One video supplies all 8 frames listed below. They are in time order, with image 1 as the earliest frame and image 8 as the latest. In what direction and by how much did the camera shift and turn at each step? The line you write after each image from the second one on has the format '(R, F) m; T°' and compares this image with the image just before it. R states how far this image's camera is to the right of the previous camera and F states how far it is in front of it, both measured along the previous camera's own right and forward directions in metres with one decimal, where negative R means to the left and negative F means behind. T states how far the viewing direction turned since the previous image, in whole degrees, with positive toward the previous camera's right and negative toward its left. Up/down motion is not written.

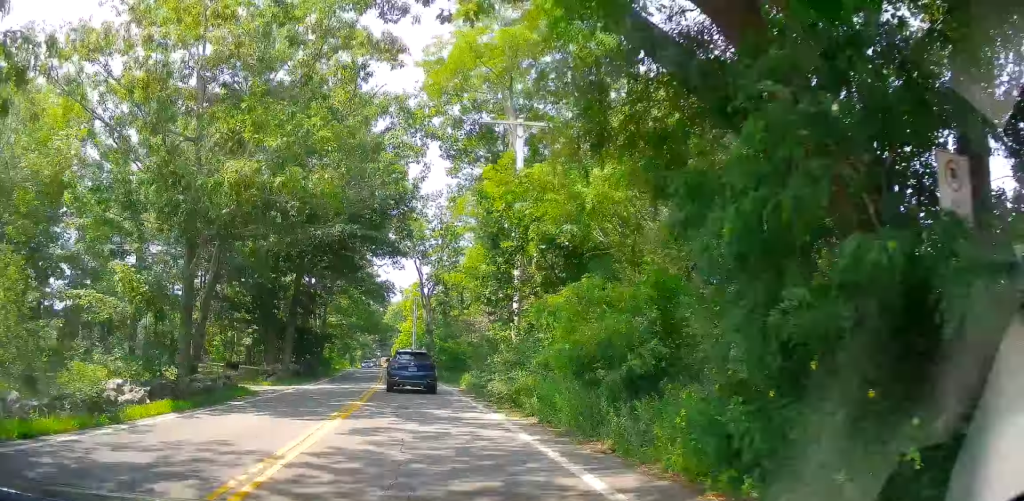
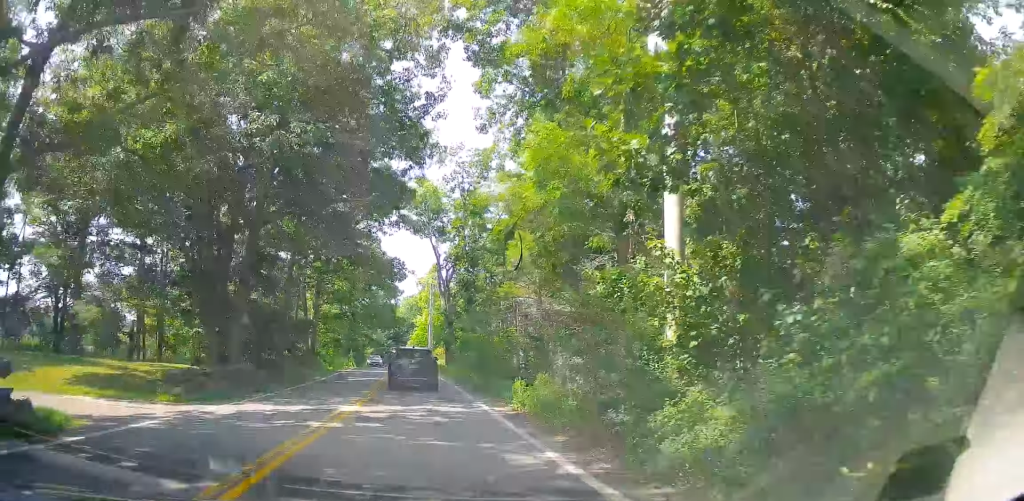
(-0.2, +12.3) m; -2°
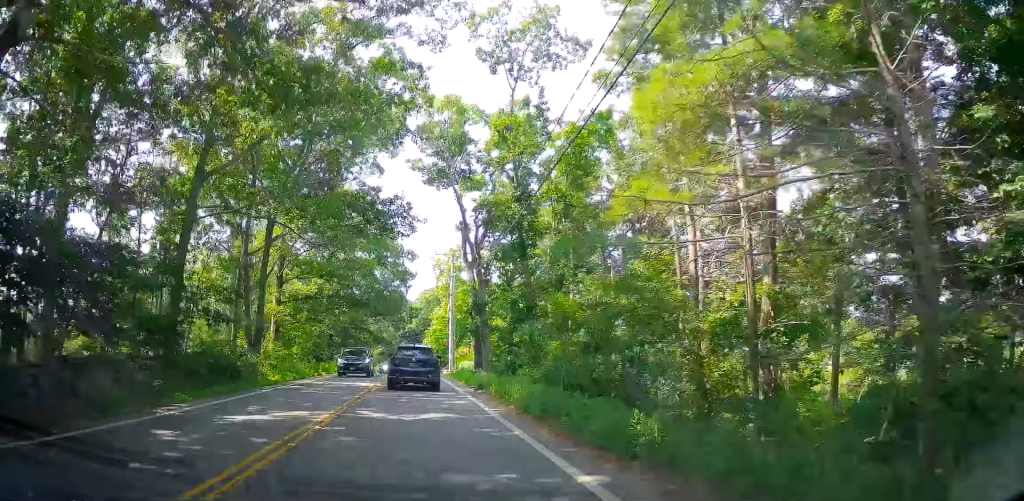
(-0.4, +19.8) m; -2°
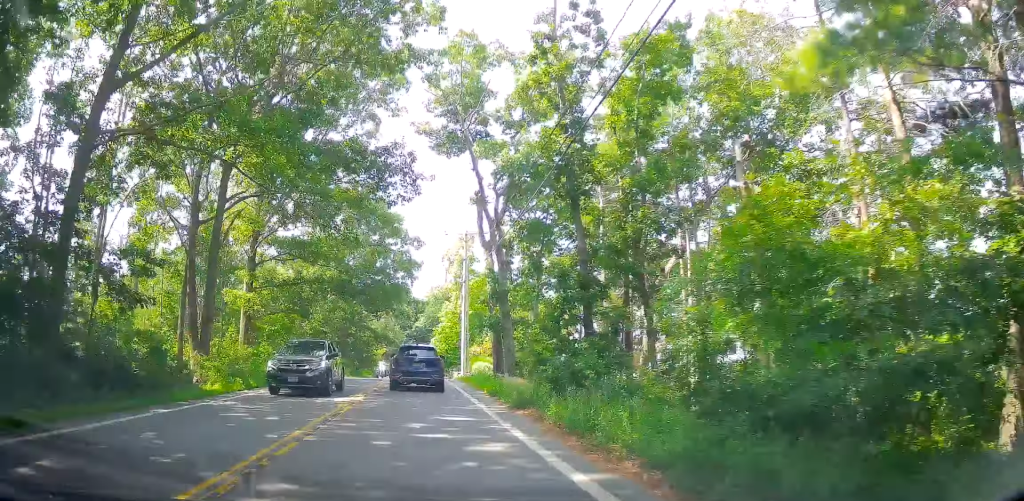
(-0.1, +8.1) m; -1°
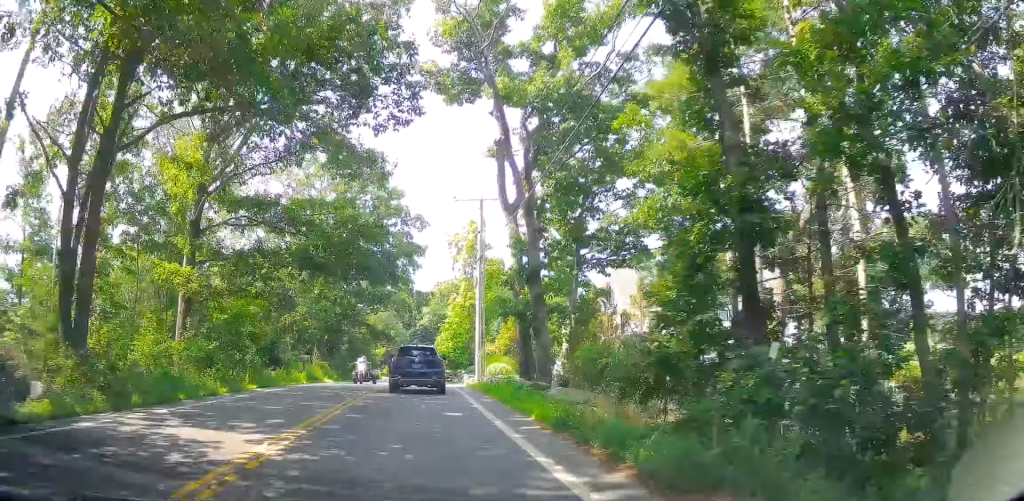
(0.0, +8.9) m; -1°
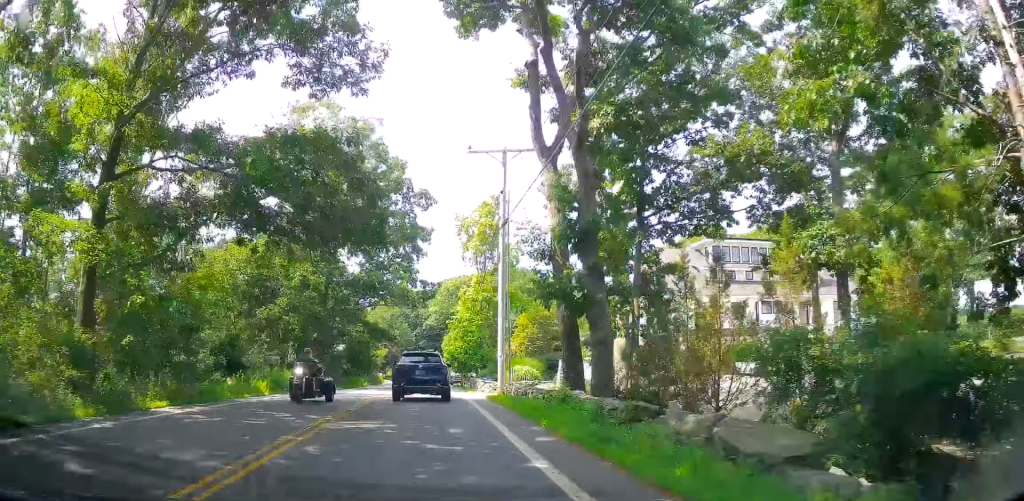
(0.0, +7.8) m; -1°
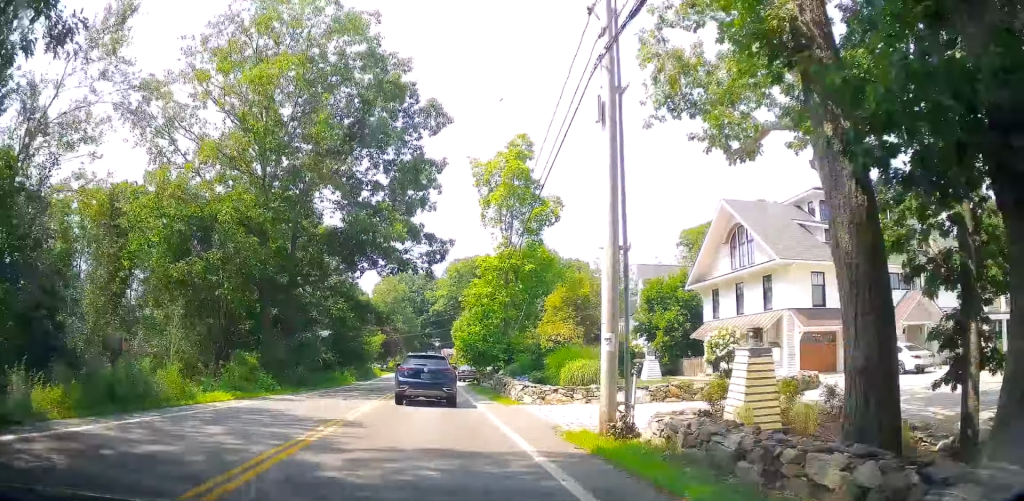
(-0.3, +13.4) m; -1°
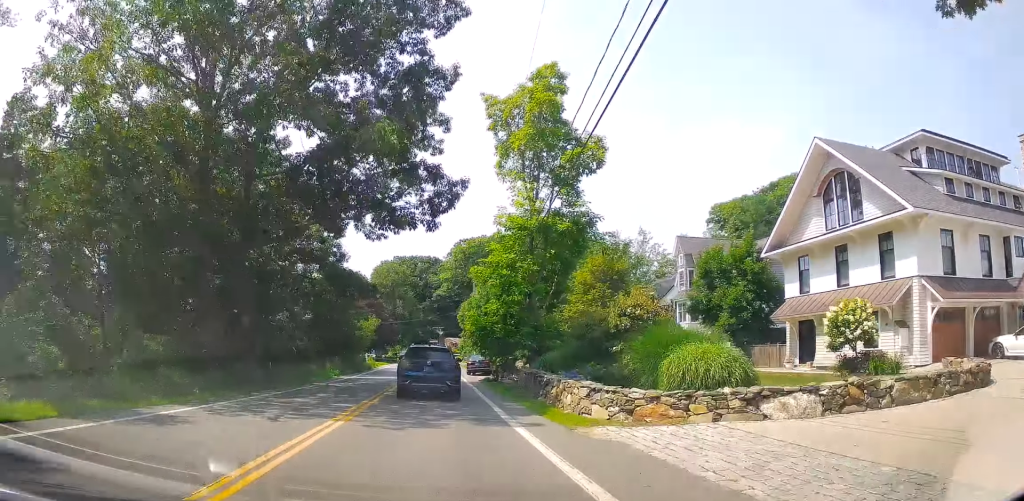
(0.0, +9.1) m; 0°
